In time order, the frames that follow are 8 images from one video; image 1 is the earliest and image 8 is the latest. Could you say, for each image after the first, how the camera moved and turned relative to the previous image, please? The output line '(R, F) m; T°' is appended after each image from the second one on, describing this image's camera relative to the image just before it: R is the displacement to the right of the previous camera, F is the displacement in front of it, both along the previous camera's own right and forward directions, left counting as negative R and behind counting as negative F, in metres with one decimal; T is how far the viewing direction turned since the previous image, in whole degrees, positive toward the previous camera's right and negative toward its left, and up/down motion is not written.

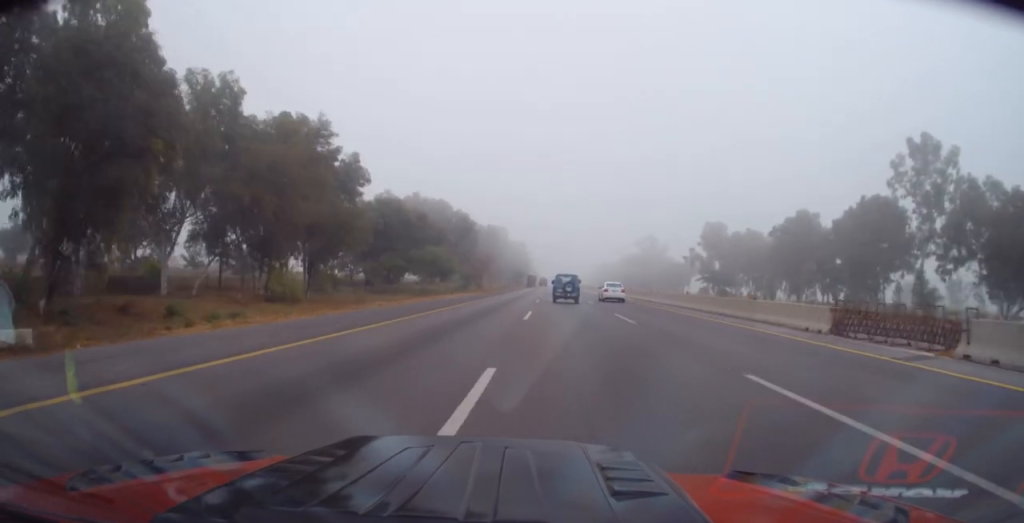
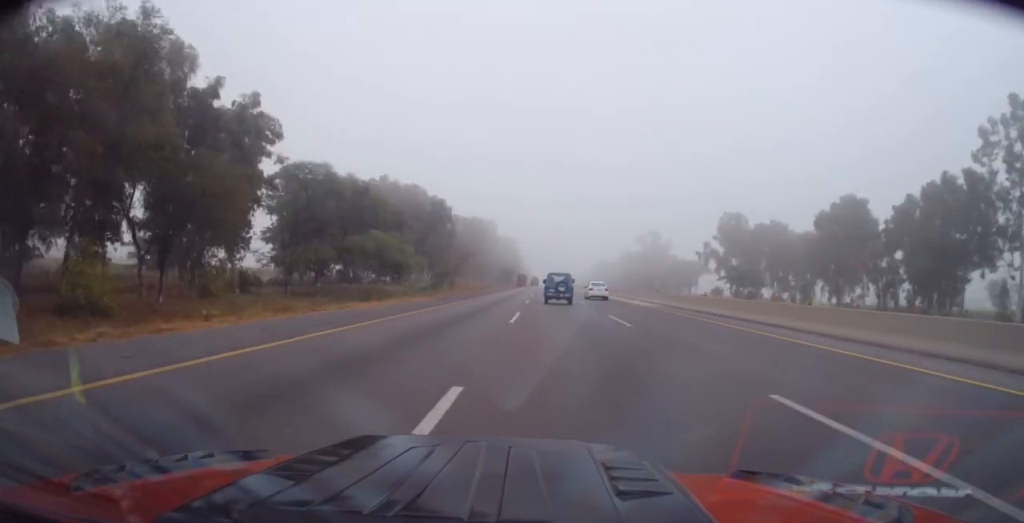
(-0.1, +19.6) m; +1°
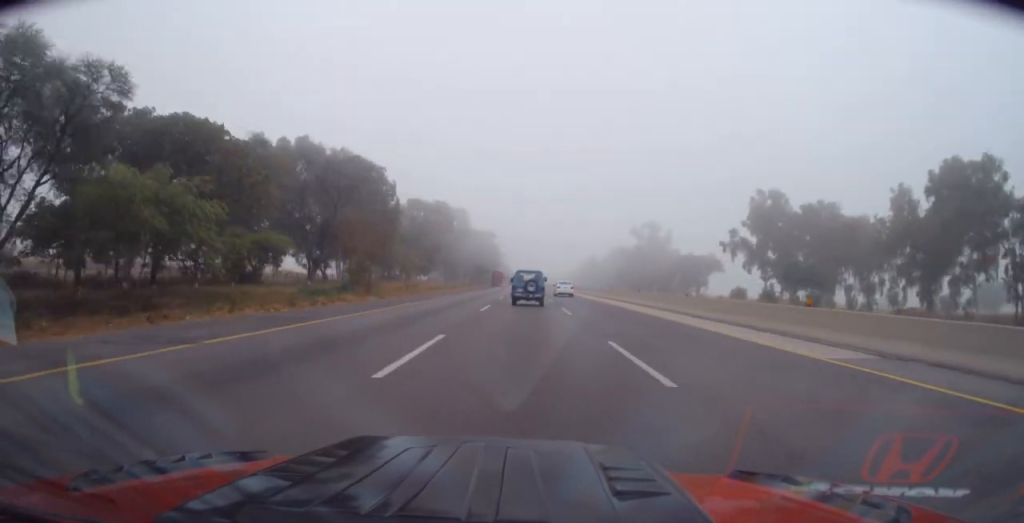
(+0.5, +29.2) m; +1°
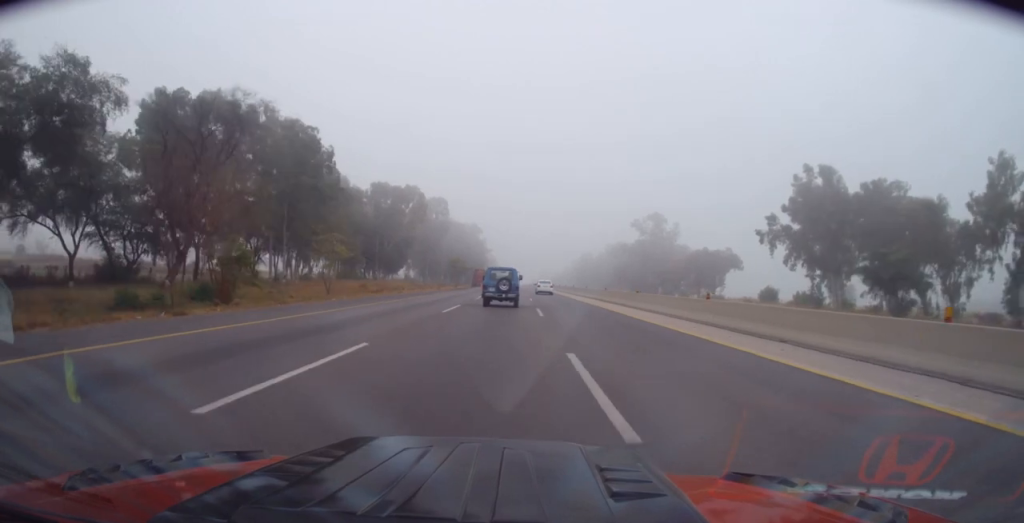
(0.0, +20.6) m; 0°
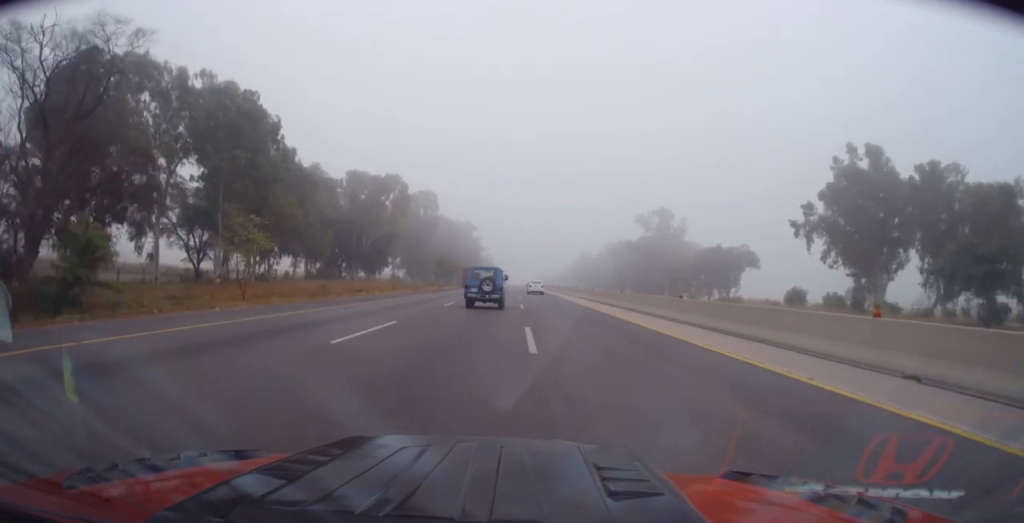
(0.0, +11.9) m; 0°
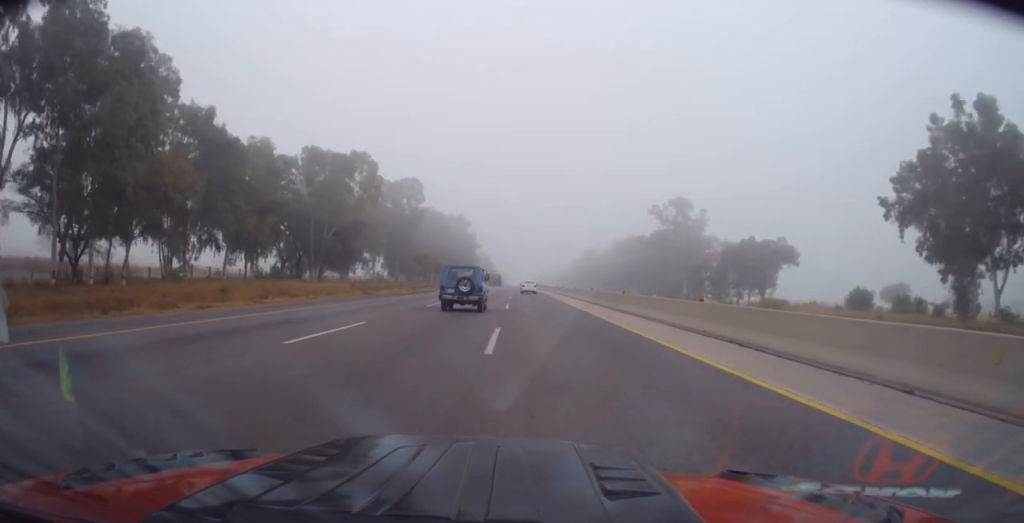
(0.0, +18.3) m; 0°
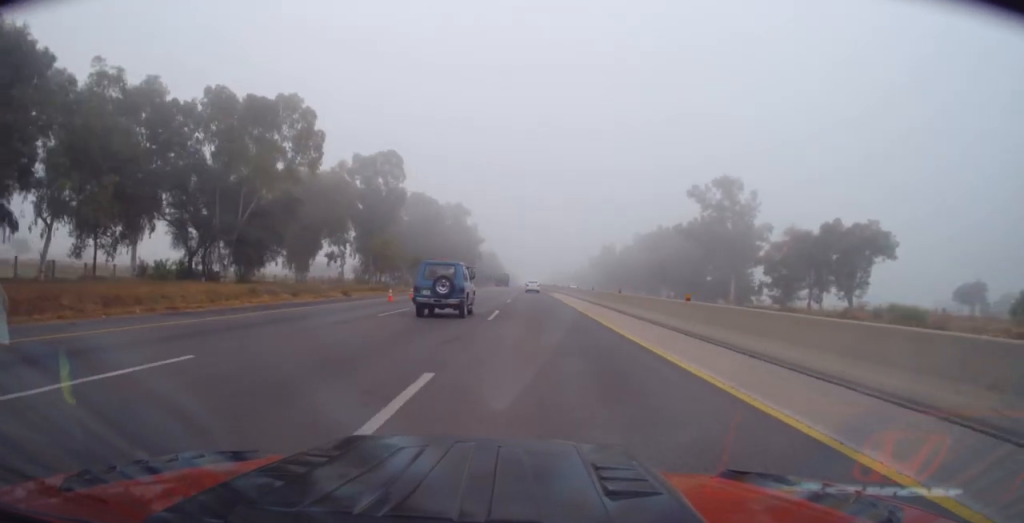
(-0.1, +26.2) m; -1°
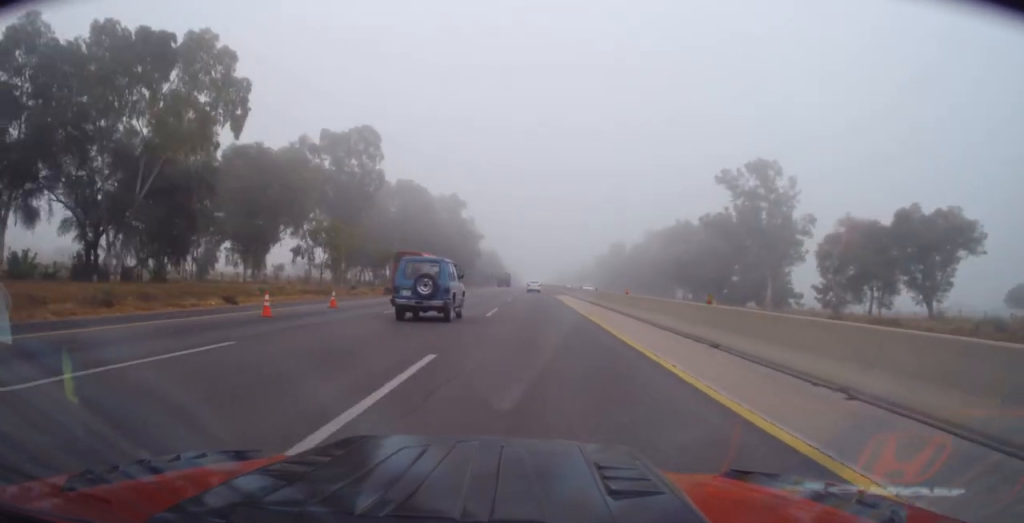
(0.0, +16.0) m; -1°
